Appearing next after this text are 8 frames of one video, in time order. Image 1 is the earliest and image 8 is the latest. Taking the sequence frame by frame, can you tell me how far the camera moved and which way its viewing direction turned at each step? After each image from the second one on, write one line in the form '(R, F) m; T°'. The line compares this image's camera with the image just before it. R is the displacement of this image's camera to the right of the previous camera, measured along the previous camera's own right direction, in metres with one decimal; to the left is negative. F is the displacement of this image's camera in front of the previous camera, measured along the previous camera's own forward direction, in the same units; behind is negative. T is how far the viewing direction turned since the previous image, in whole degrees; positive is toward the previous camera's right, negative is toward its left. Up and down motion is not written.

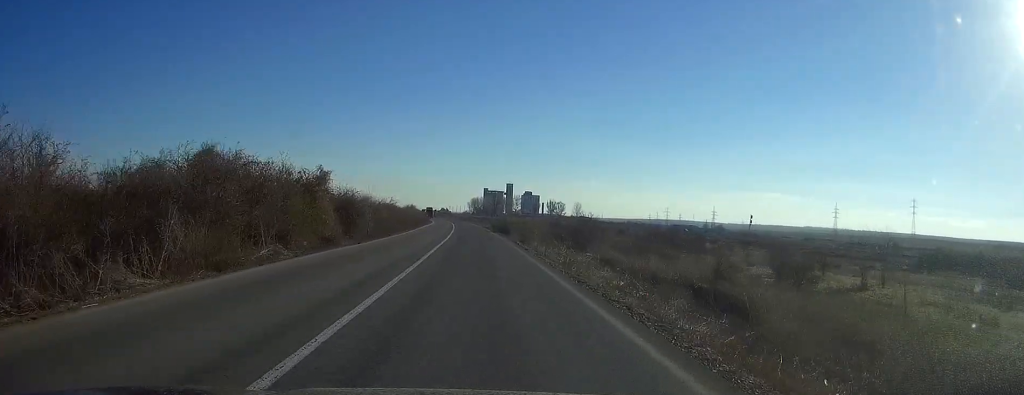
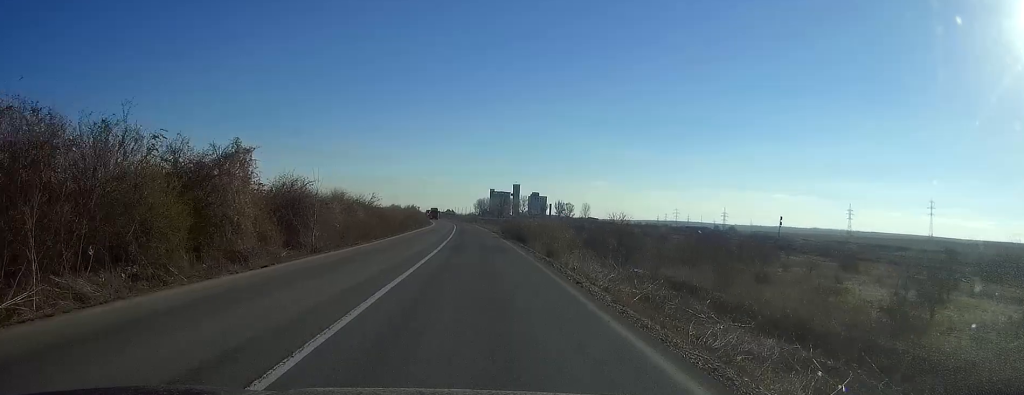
(0.0, +16.9) m; 0°
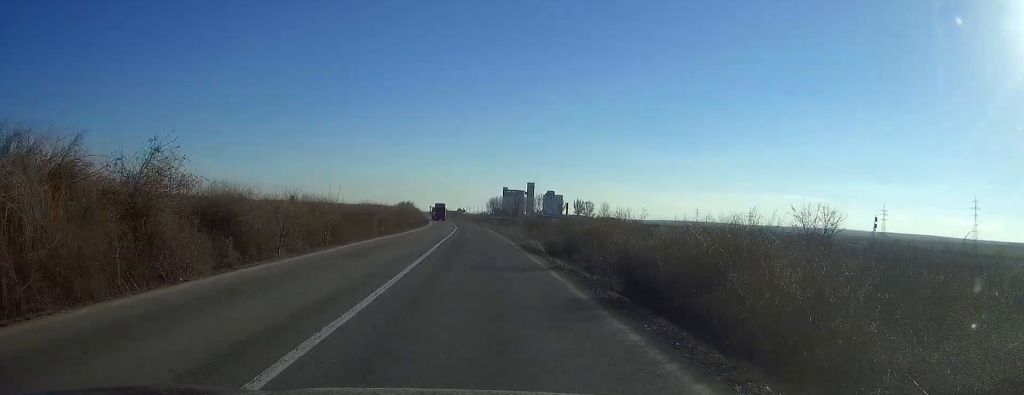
(-0.2, +42.8) m; -1°
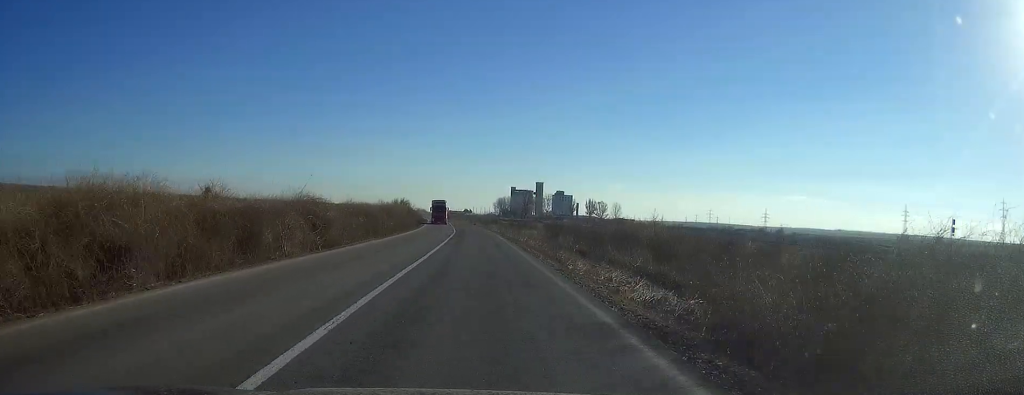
(-0.3, +25.9) m; -1°
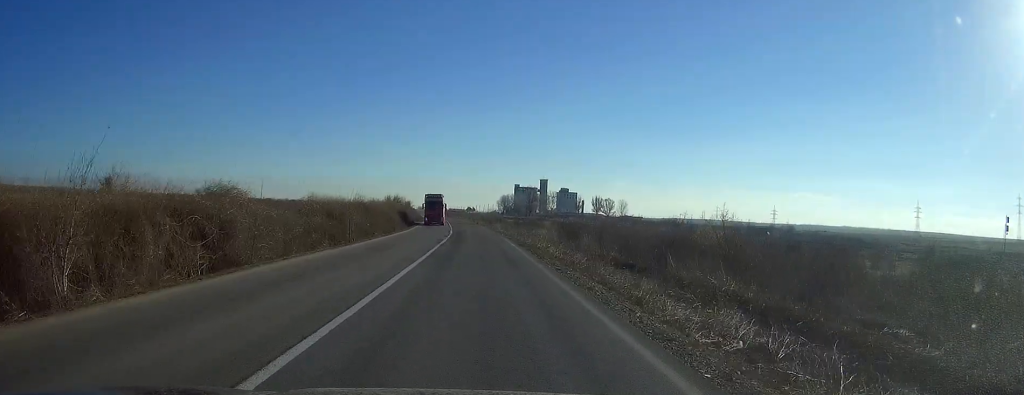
(0.0, +15.2) m; 0°
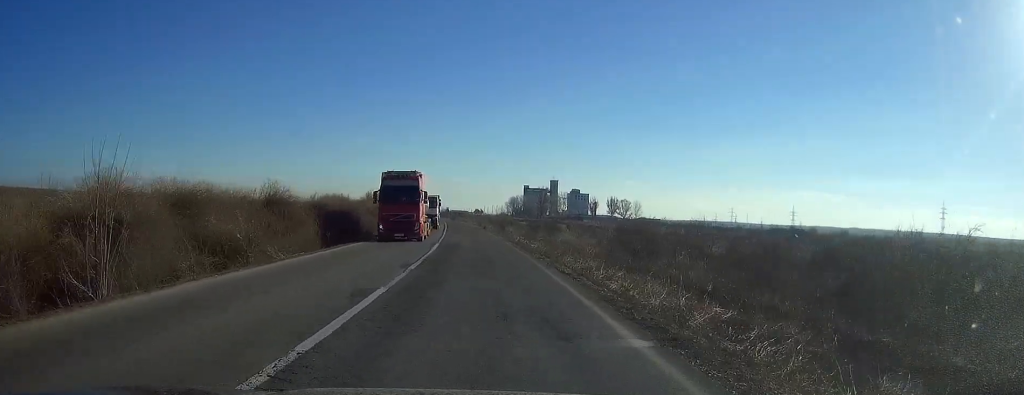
(-0.1, +28.6) m; -2°
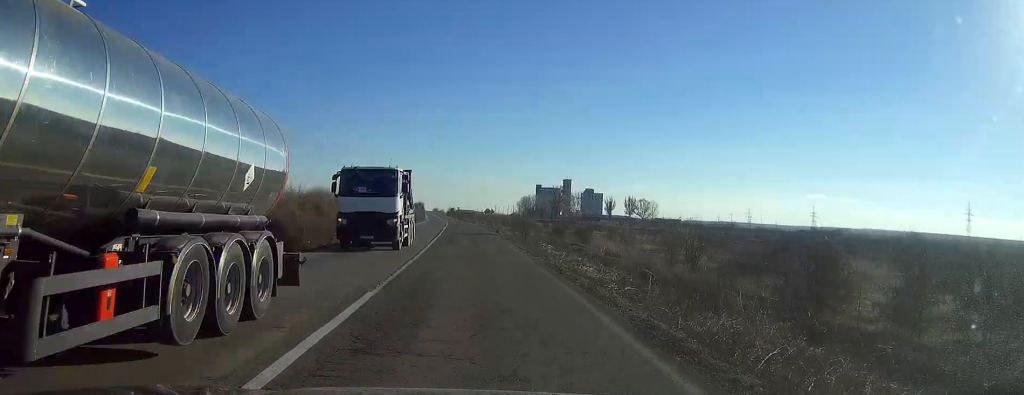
(-0.8, +24.2) m; -2°
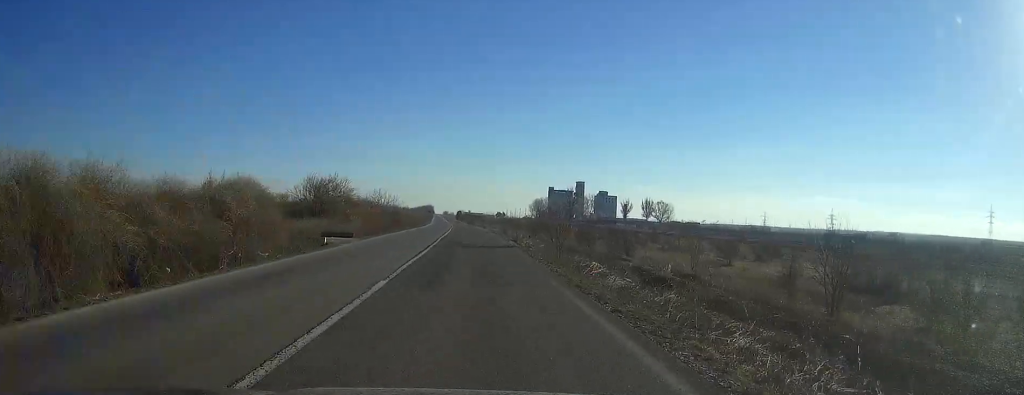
(-0.2, +17.9) m; 0°
